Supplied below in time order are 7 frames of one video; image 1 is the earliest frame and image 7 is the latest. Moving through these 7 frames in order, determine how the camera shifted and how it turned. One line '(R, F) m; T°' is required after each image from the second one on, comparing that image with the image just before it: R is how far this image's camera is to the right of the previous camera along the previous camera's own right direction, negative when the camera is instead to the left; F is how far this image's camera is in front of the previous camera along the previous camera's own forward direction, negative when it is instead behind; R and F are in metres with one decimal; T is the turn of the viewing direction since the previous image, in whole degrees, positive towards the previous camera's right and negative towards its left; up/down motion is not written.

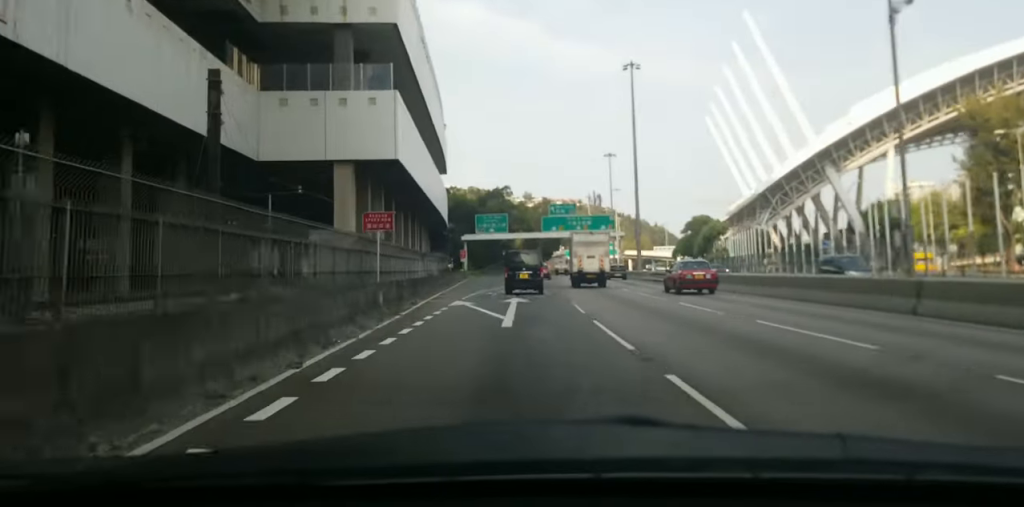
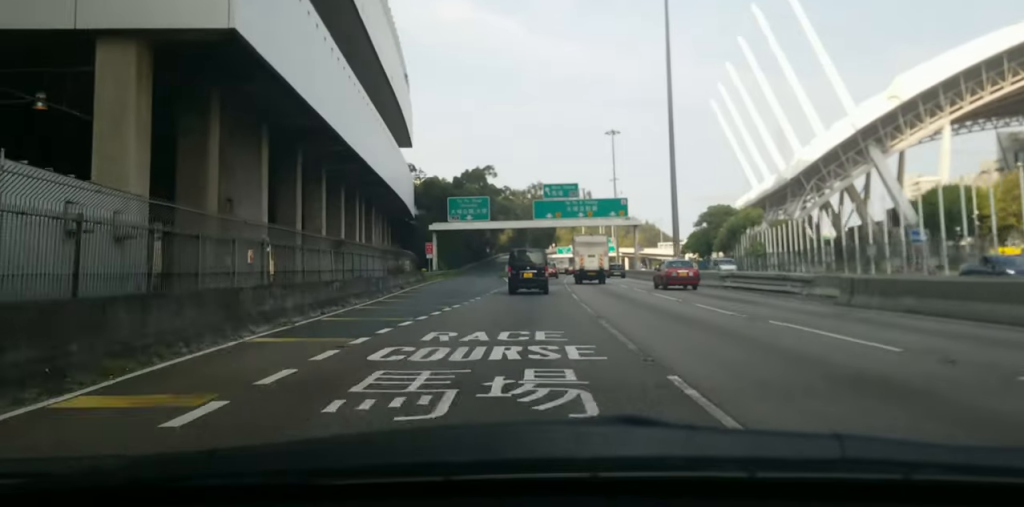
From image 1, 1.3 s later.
(+0.5, +25.6) m; +2°
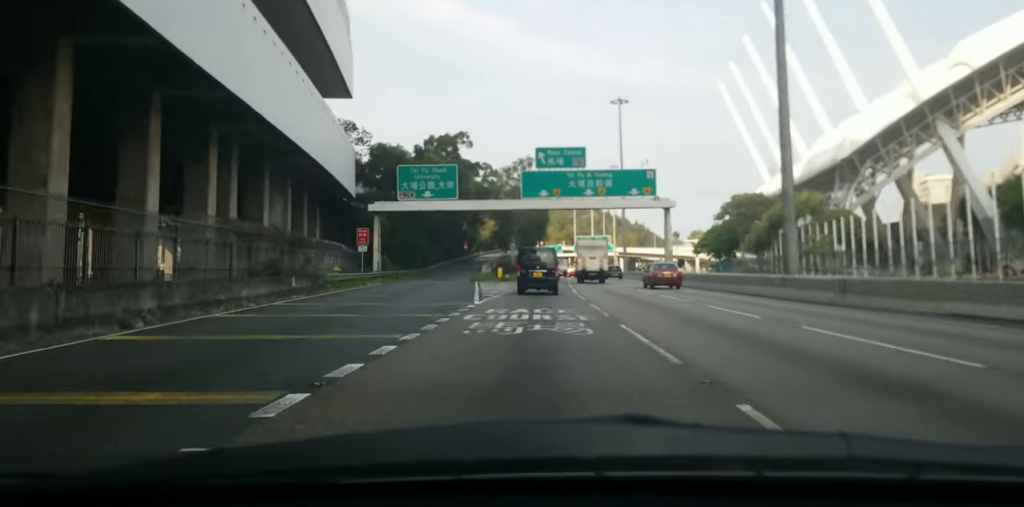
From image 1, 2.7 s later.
(+0.6, +28.5) m; +3°
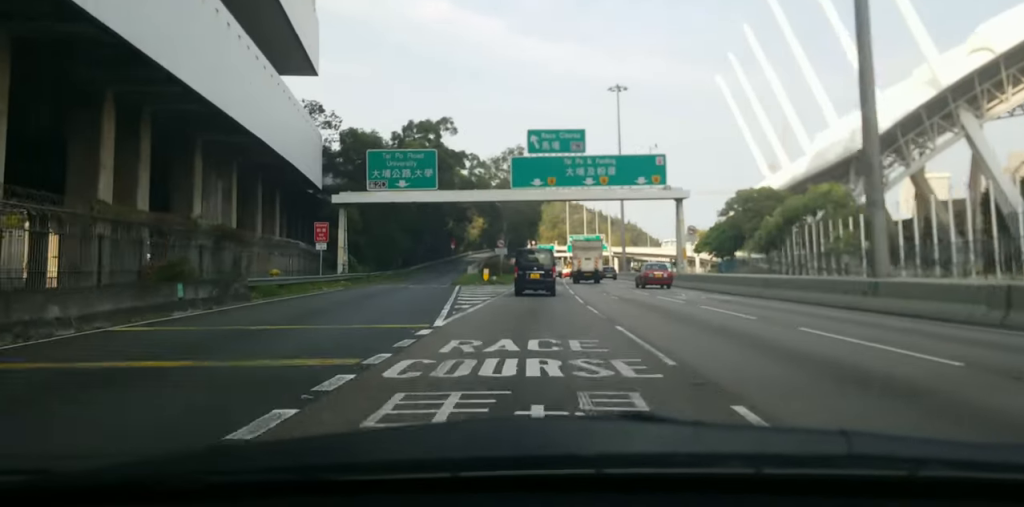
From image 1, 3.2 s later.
(+0.1, +8.7) m; +1°
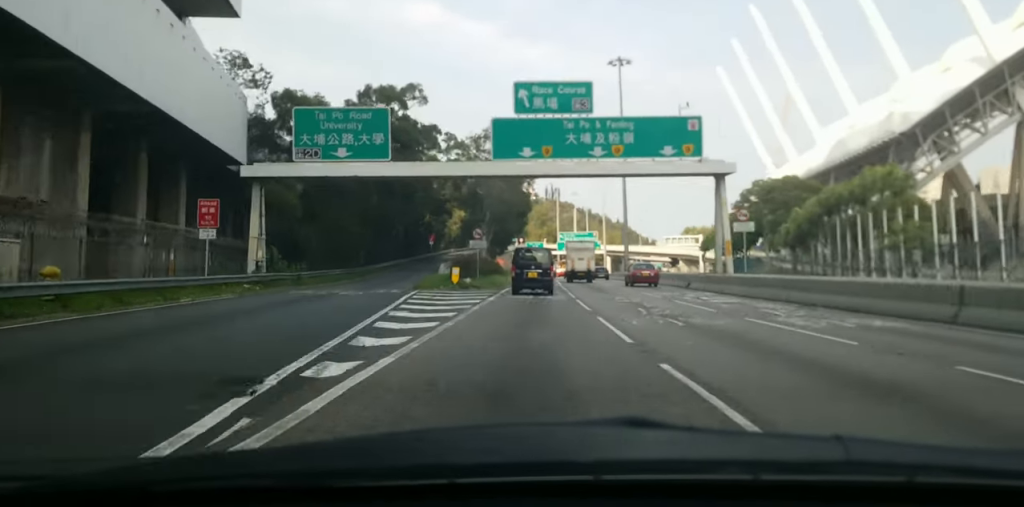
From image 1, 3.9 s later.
(+0.1, +14.3) m; 0°
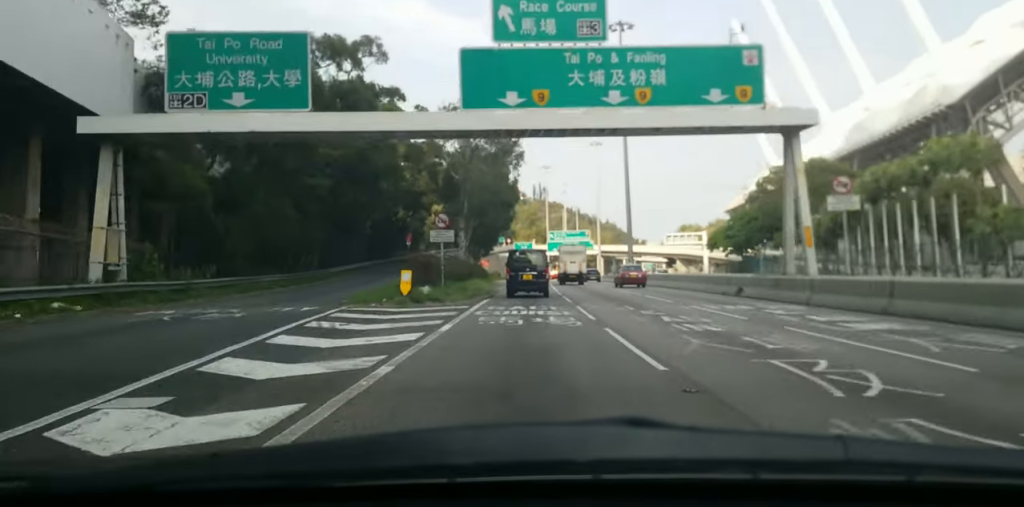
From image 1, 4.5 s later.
(+0.1, +12.8) m; -1°
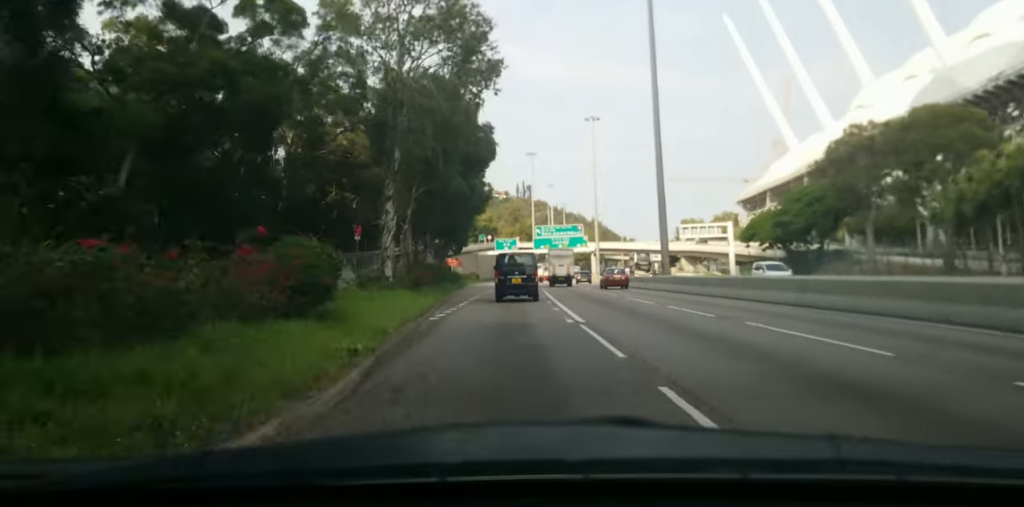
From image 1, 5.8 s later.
(-0.7, +25.1) m; -1°
